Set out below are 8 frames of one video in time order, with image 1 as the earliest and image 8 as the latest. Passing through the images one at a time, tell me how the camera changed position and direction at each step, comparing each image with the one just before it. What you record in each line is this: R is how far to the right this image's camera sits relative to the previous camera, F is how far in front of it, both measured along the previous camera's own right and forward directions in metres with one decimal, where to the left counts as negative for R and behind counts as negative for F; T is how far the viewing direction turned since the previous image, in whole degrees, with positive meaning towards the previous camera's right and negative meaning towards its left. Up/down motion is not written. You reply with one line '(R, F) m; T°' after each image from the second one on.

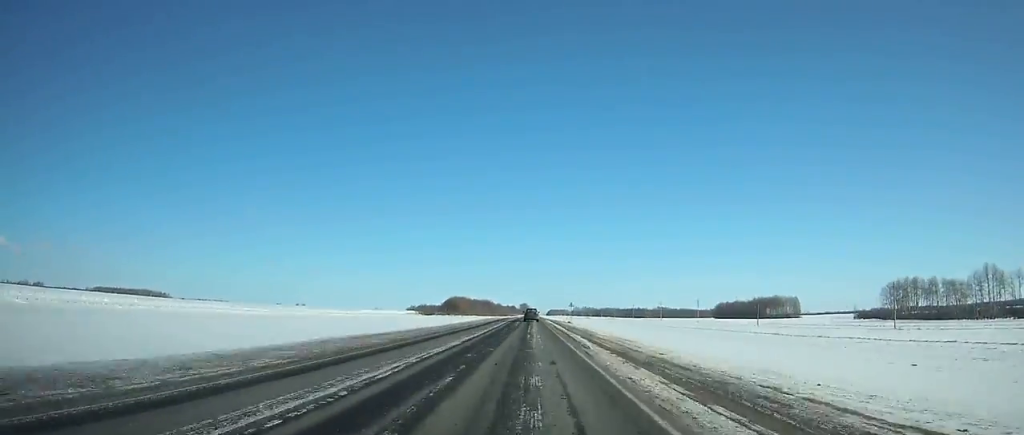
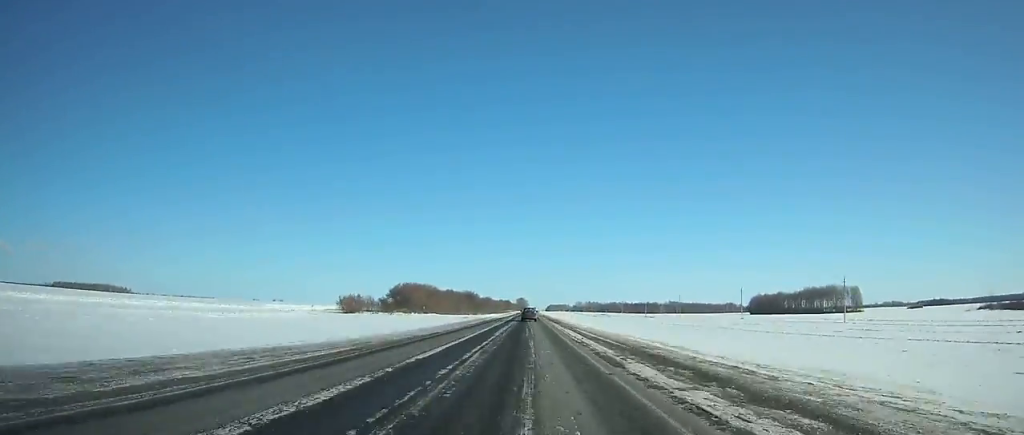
(+0.5, +112.2) m; +1°
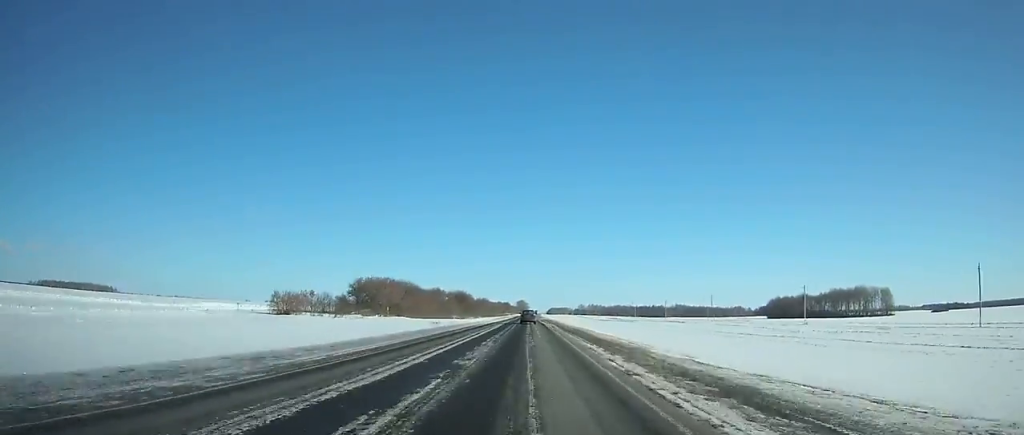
(+0.2, +42.2) m; 0°
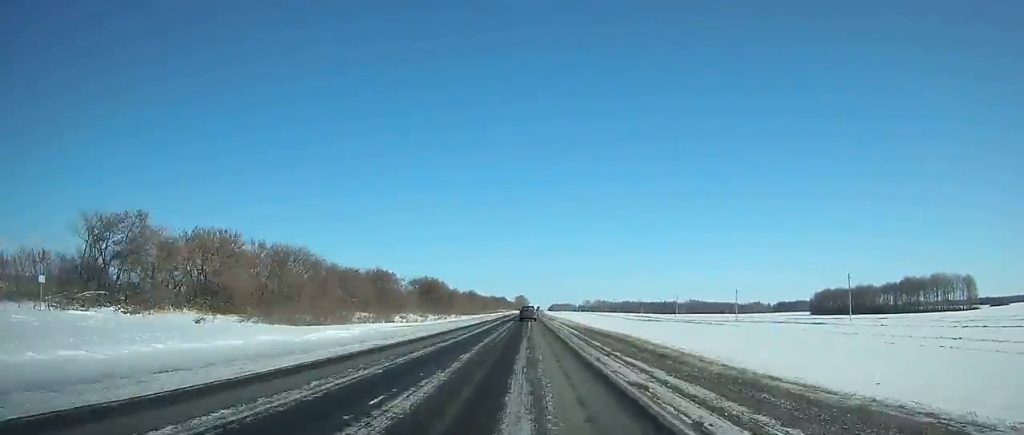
(-0.1, +87.2) m; 0°
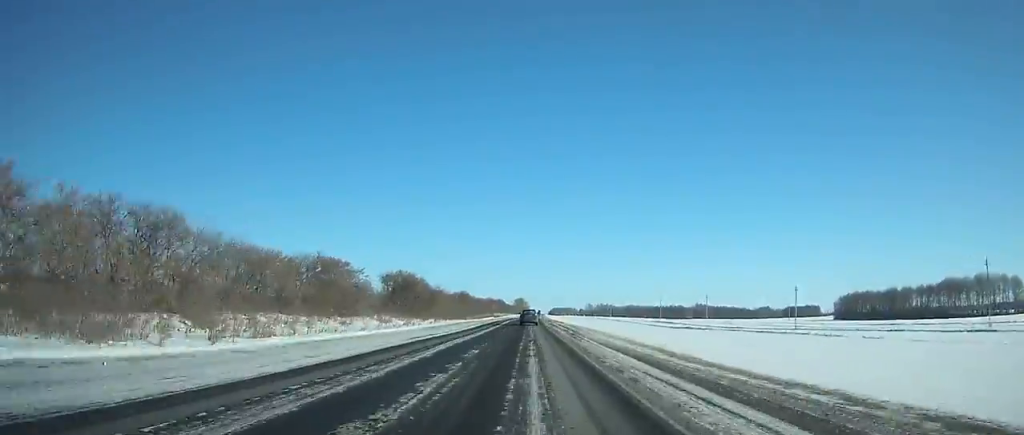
(-0.1, +37.1) m; 0°
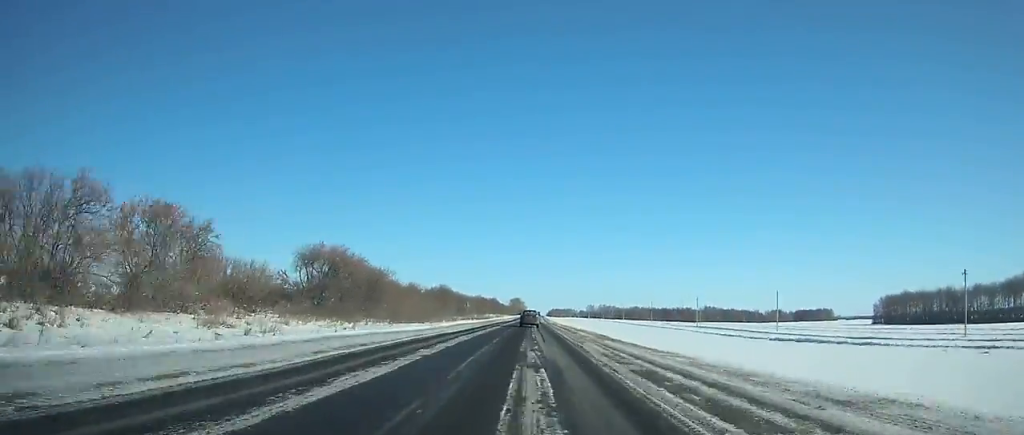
(-0.2, +55.5) m; 0°
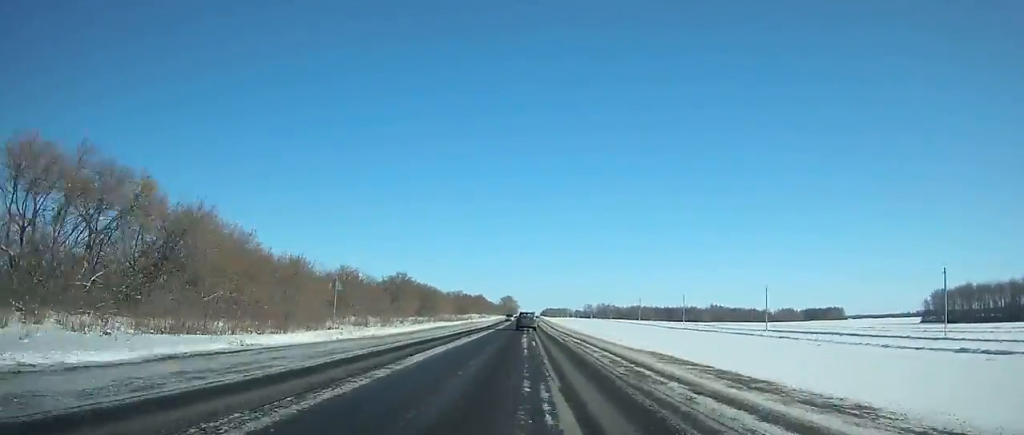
(+0.2, +60.3) m; 0°
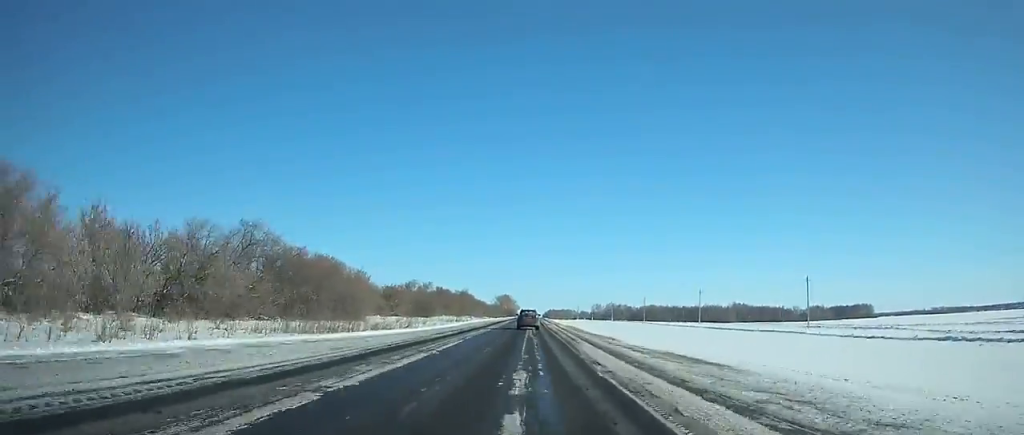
(+0.2, +82.9) m; 0°
